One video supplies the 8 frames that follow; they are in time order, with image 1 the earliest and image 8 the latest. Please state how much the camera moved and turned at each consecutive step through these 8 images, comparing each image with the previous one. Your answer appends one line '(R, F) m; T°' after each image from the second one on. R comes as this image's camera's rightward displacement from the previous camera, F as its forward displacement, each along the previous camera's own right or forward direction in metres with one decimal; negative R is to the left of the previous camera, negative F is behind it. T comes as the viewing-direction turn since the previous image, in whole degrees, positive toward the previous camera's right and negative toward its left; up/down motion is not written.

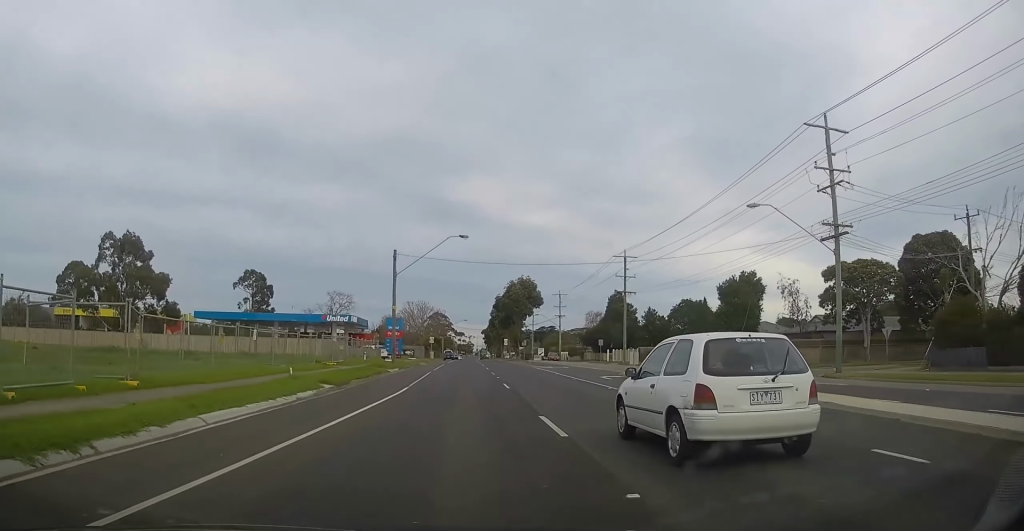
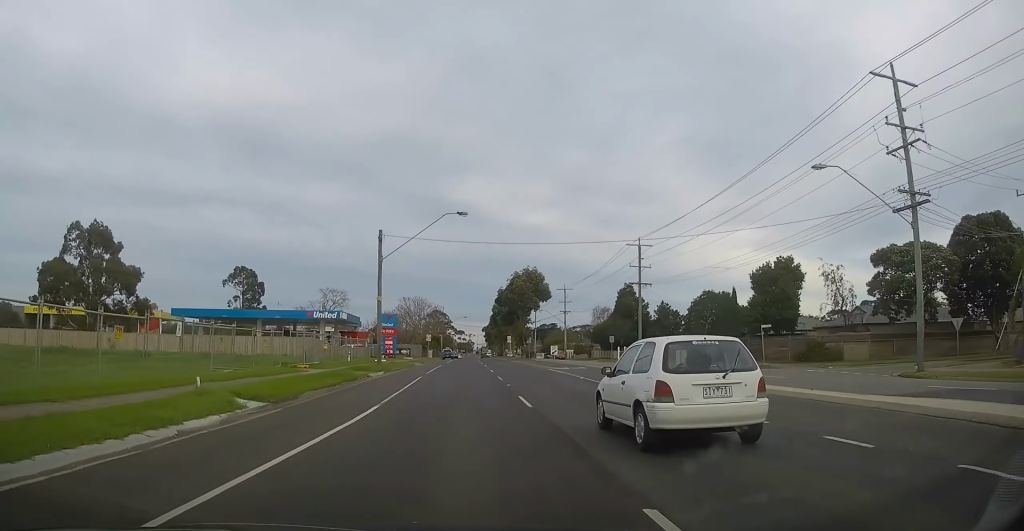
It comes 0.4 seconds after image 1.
(0.0, +7.2) m; 0°
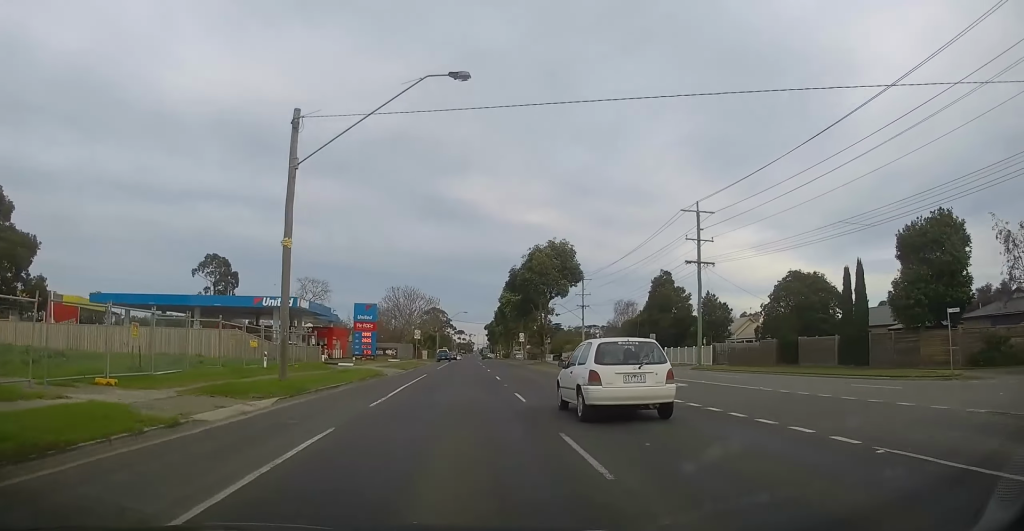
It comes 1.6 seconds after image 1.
(0.0, +19.3) m; 0°
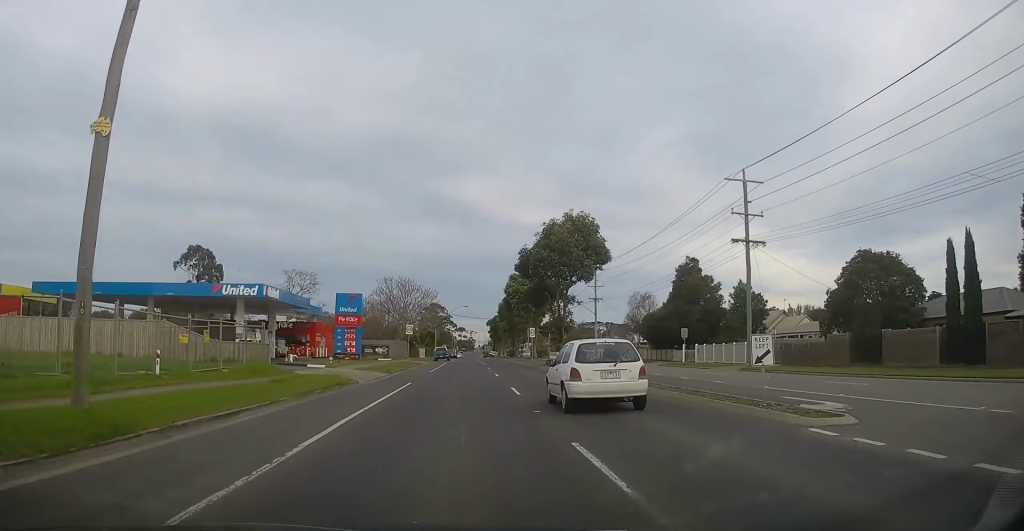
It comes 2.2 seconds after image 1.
(0.0, +10.3) m; 0°
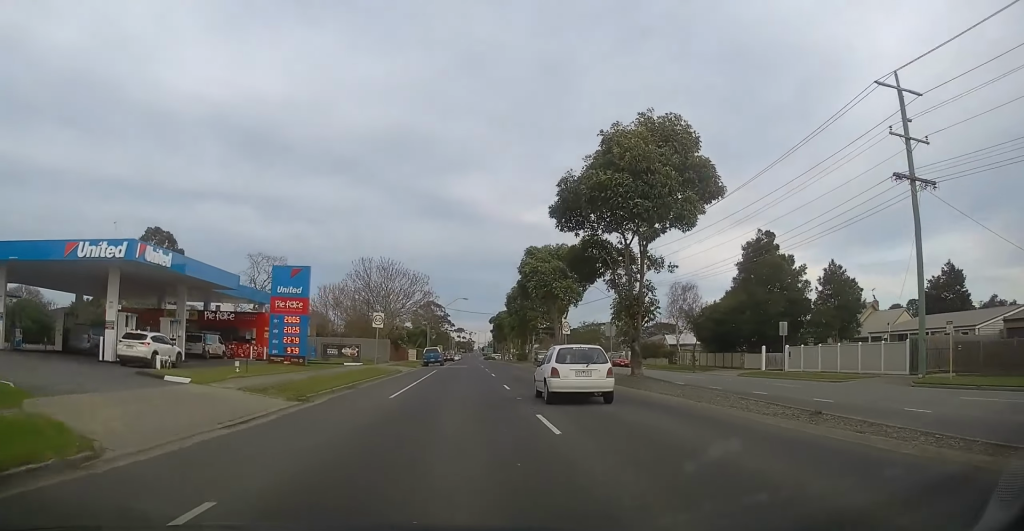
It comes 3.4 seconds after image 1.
(0.0, +19.0) m; 0°
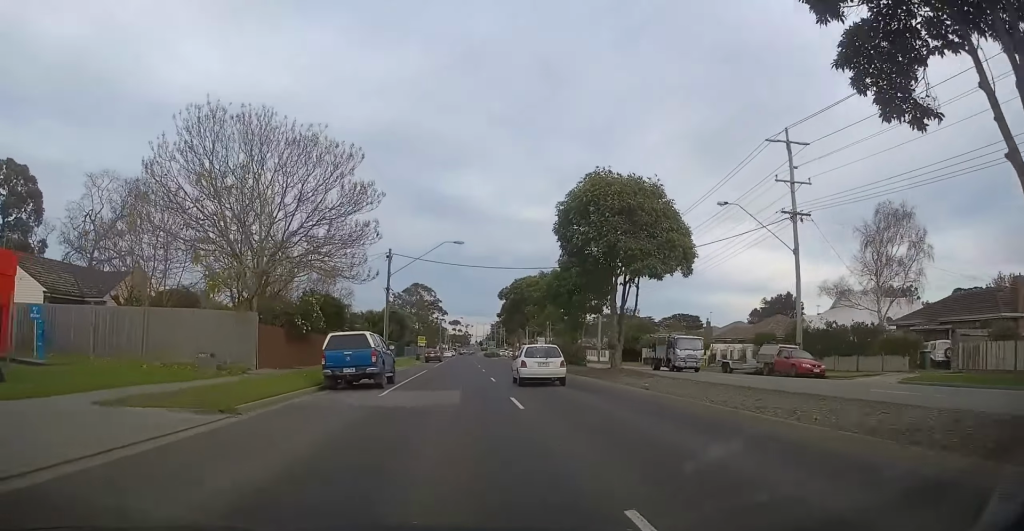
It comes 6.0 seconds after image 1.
(0.0, +43.8) m; 0°
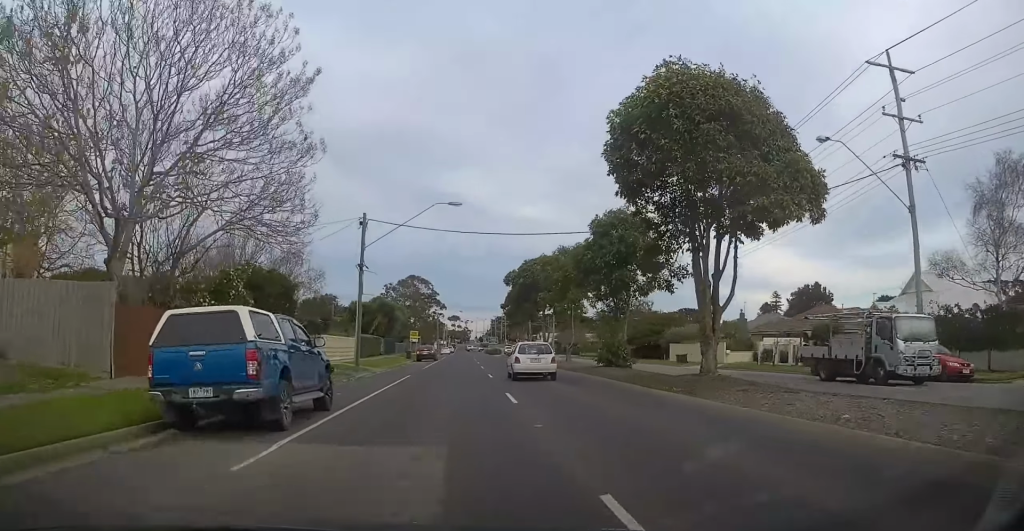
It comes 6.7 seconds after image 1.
(0.0, +11.0) m; 0°
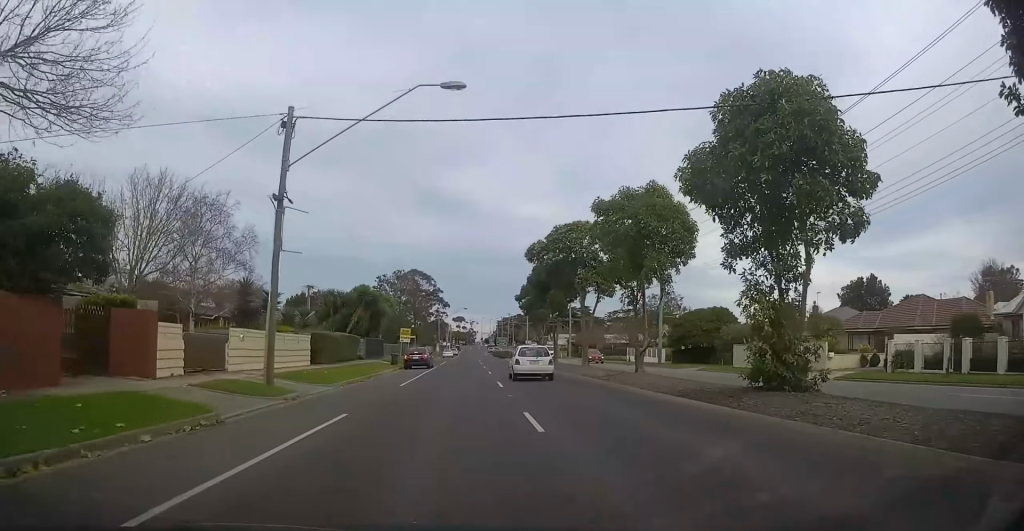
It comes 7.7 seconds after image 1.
(0.0, +16.2) m; 0°
